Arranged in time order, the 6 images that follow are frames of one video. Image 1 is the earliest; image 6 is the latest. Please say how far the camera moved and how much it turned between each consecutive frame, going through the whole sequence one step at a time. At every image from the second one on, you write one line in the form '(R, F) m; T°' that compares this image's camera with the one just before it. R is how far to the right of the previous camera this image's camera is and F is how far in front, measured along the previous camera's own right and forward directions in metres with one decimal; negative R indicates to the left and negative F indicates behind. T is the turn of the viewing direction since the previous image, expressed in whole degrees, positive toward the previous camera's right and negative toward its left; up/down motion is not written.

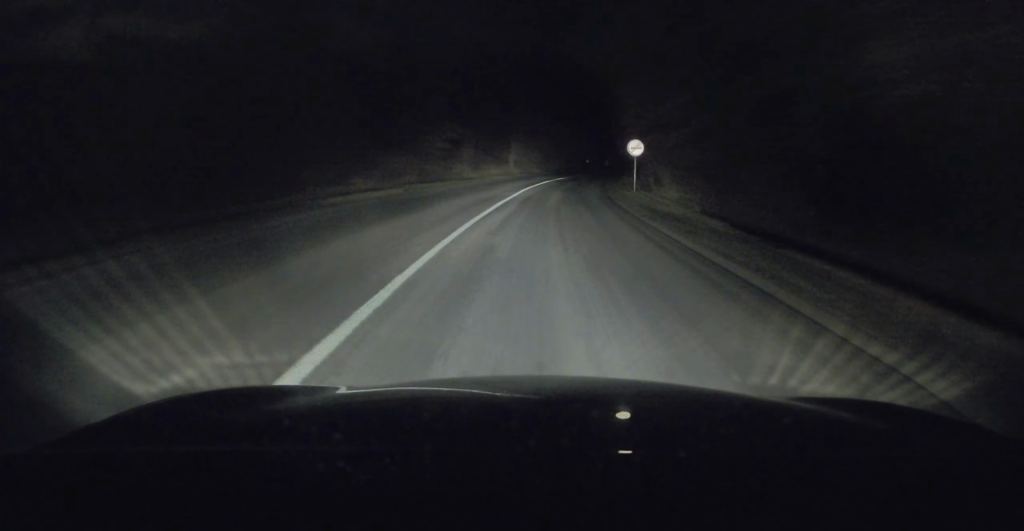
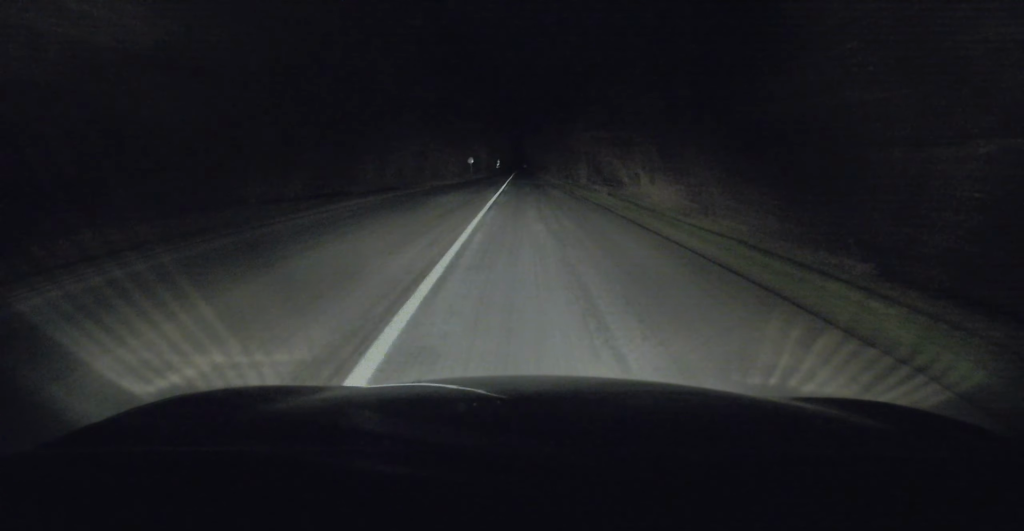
(+7.5, +69.5) m; +9°
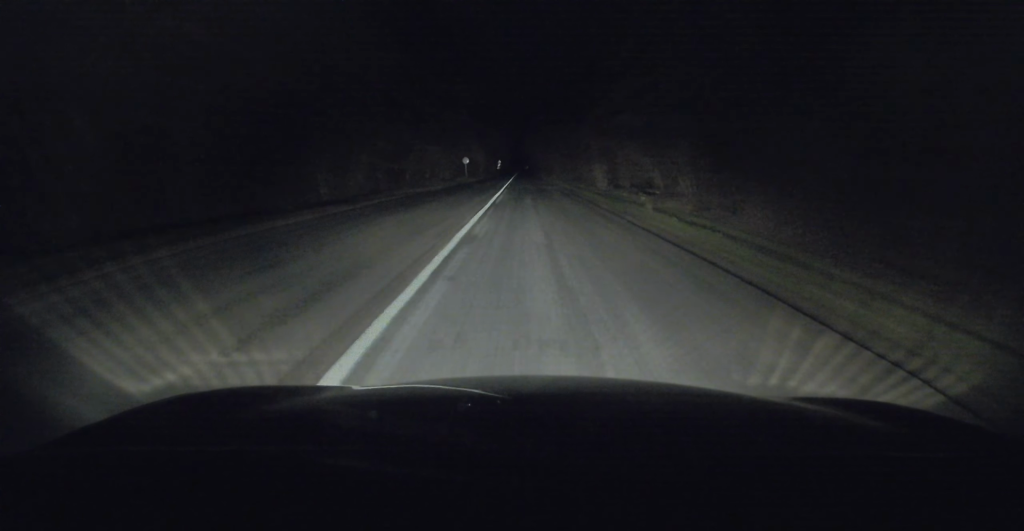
(+0.1, +10.2) m; 0°
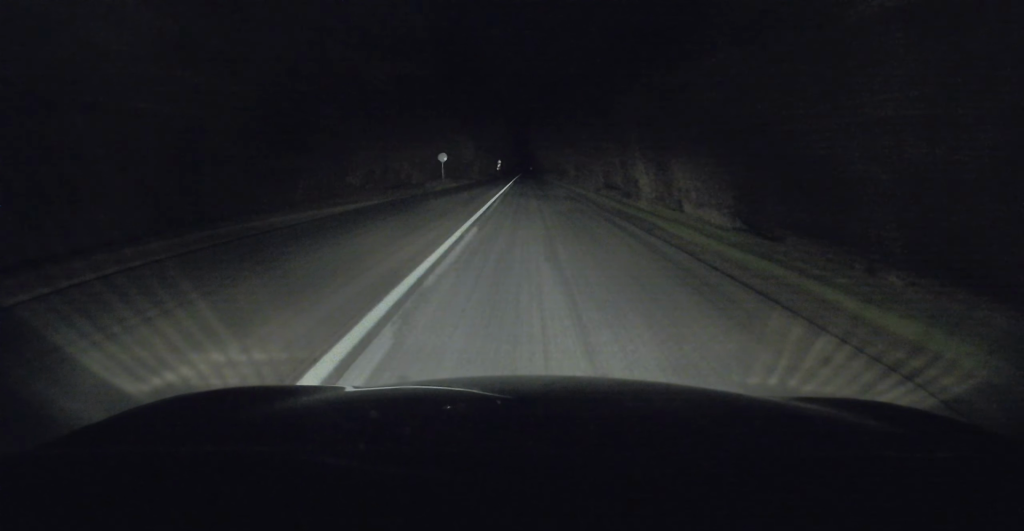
(-0.2, +22.5) m; -1°
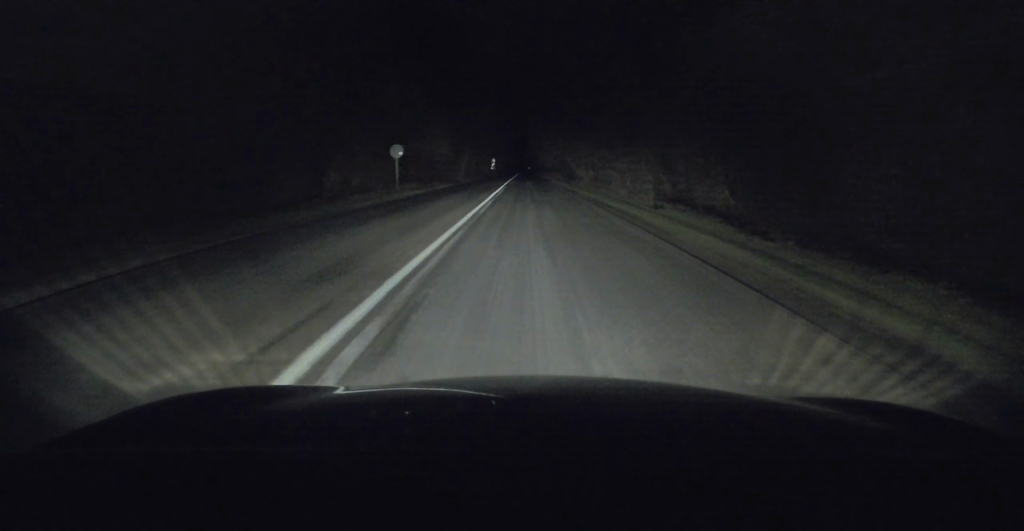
(-0.3, +17.3) m; 0°
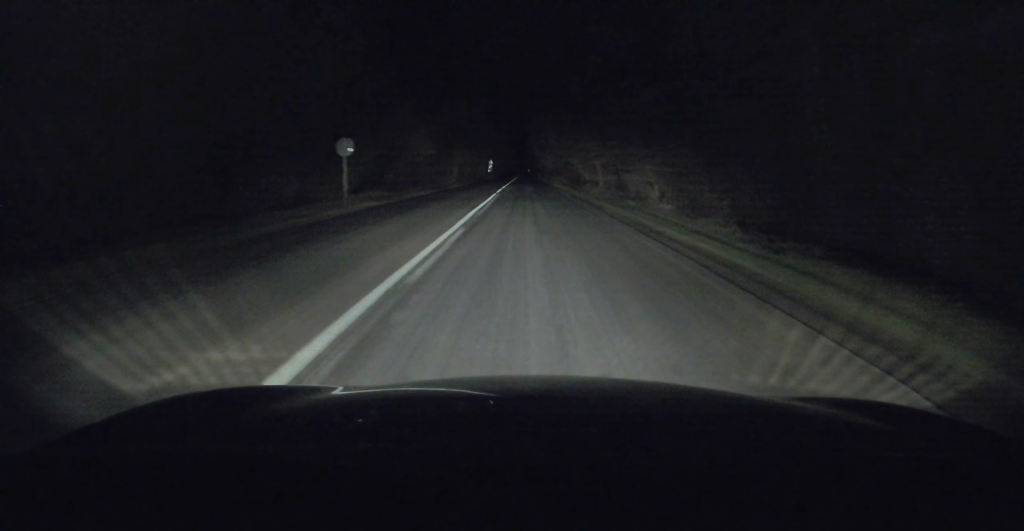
(+0.2, +9.7) m; 0°
